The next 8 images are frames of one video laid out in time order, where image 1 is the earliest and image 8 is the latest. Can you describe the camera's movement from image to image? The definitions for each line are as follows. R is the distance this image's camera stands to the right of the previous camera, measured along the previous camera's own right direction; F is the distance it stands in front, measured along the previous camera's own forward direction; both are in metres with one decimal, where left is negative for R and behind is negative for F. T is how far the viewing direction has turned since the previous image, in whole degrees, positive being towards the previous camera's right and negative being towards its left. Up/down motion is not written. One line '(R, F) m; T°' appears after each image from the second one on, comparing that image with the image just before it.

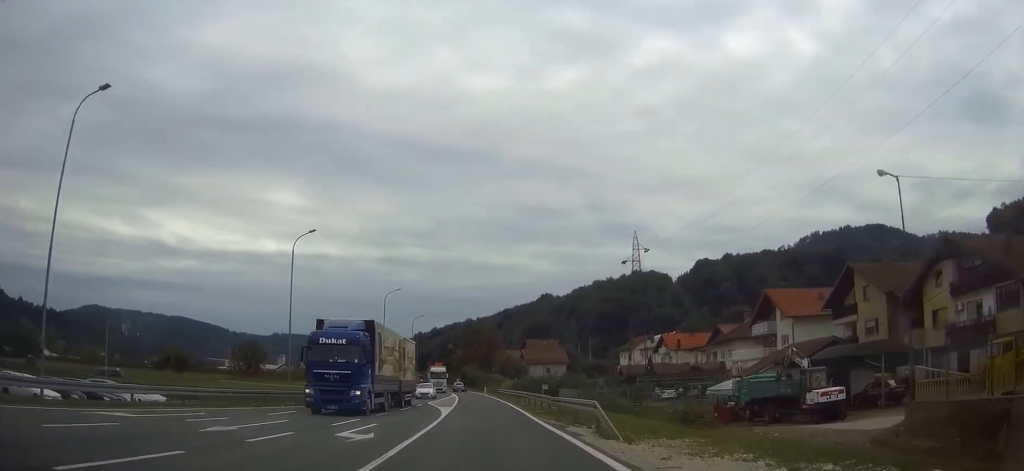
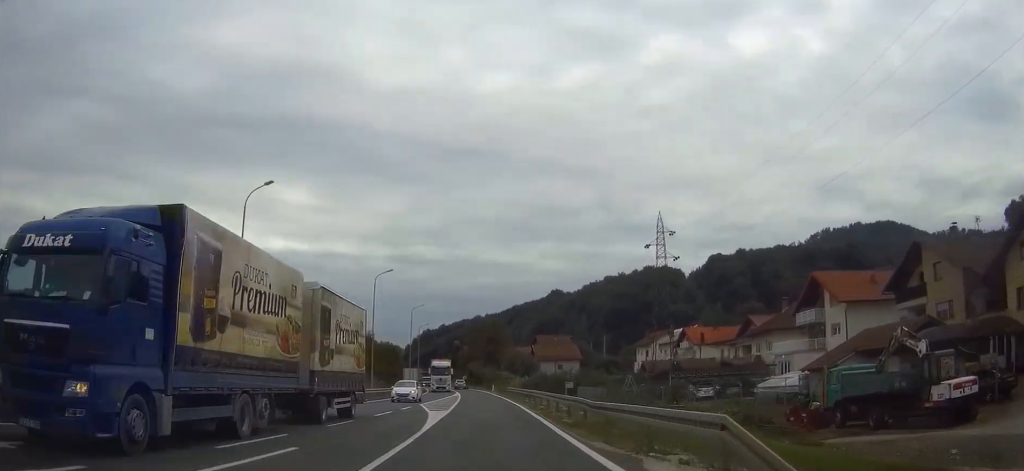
(0.0, +10.3) m; -1°
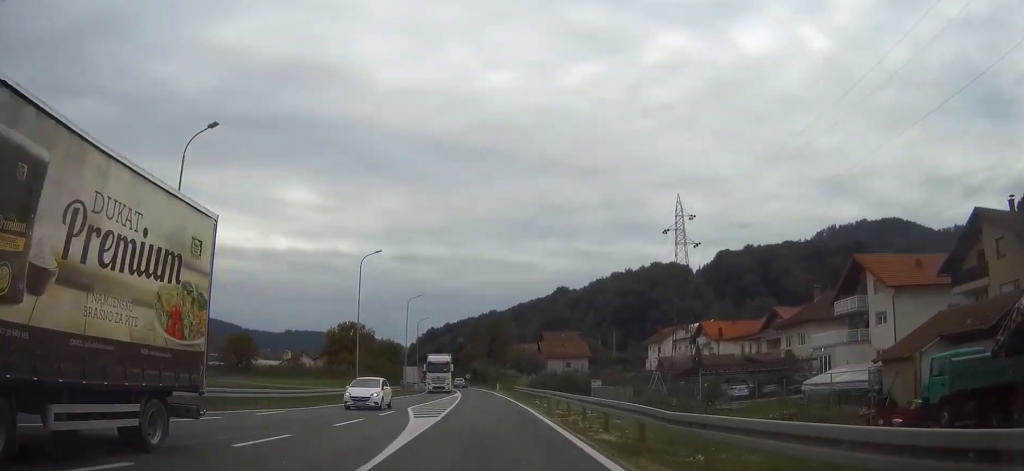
(-0.1, +7.8) m; 0°
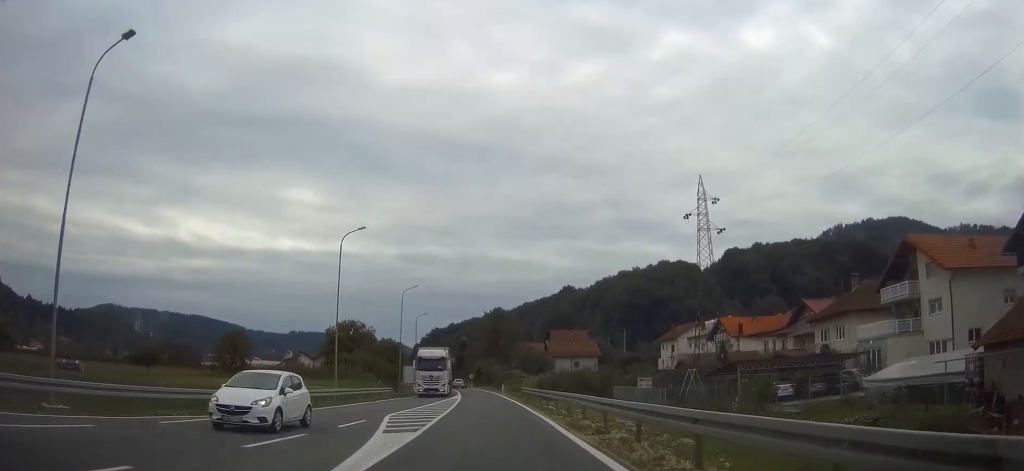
(-0.1, +7.7) m; -1°
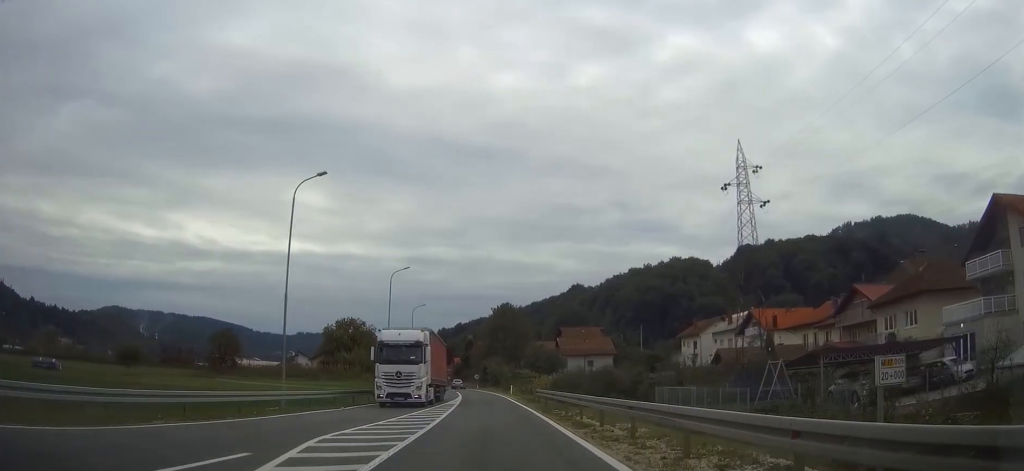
(-0.1, +11.3) m; -1°
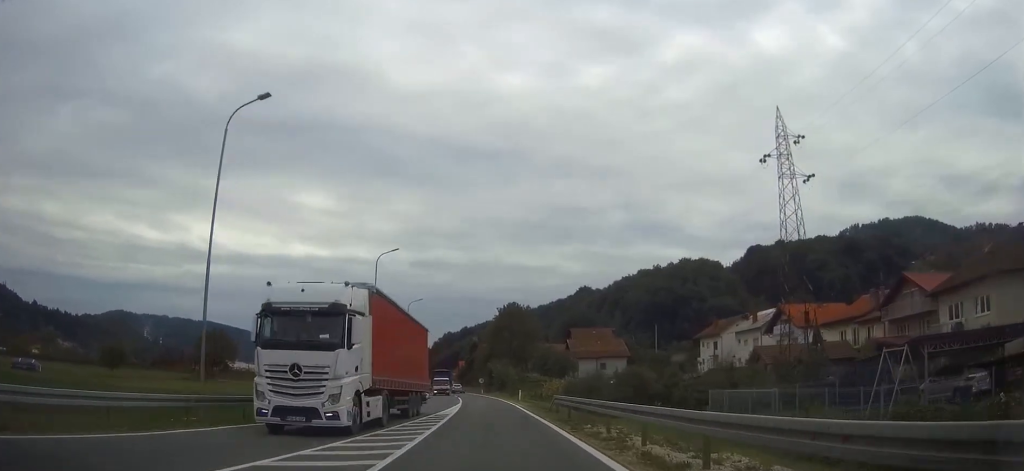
(0.0, +8.9) m; 0°
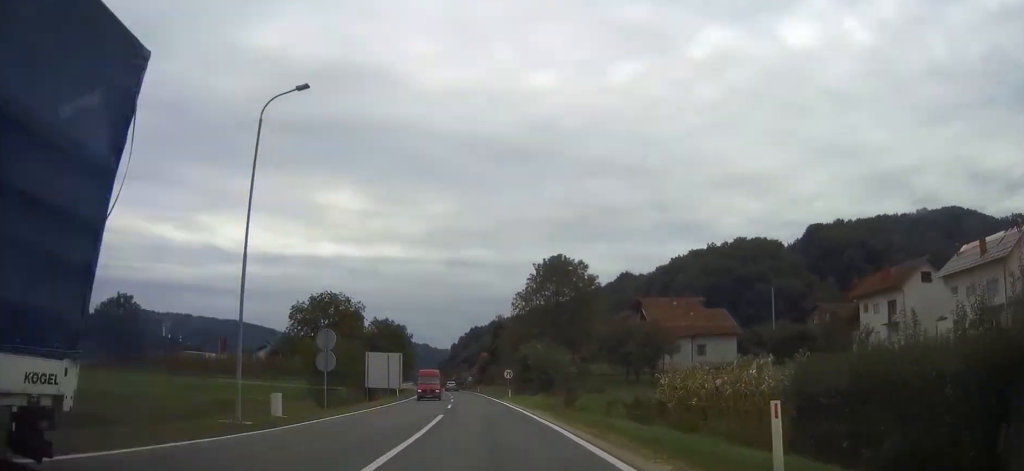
(-1.3, +50.9) m; -3°
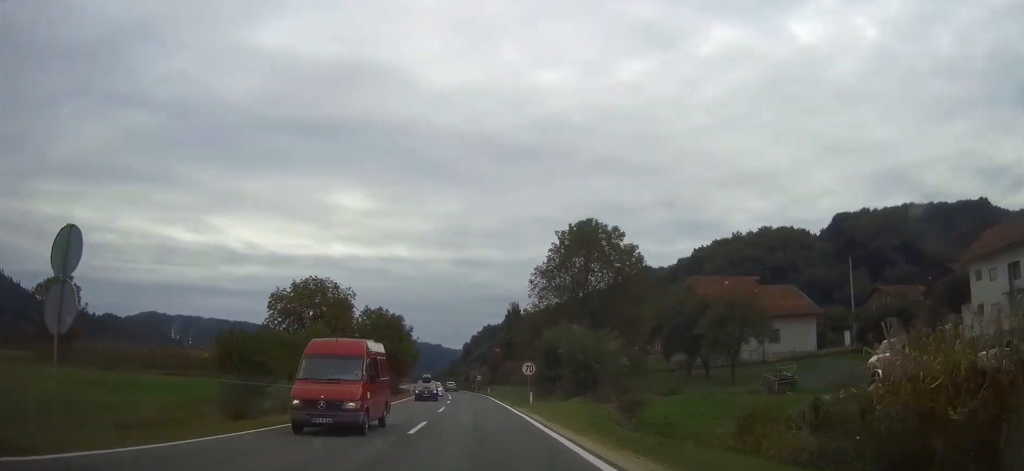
(-0.1, +20.0) m; -1°
